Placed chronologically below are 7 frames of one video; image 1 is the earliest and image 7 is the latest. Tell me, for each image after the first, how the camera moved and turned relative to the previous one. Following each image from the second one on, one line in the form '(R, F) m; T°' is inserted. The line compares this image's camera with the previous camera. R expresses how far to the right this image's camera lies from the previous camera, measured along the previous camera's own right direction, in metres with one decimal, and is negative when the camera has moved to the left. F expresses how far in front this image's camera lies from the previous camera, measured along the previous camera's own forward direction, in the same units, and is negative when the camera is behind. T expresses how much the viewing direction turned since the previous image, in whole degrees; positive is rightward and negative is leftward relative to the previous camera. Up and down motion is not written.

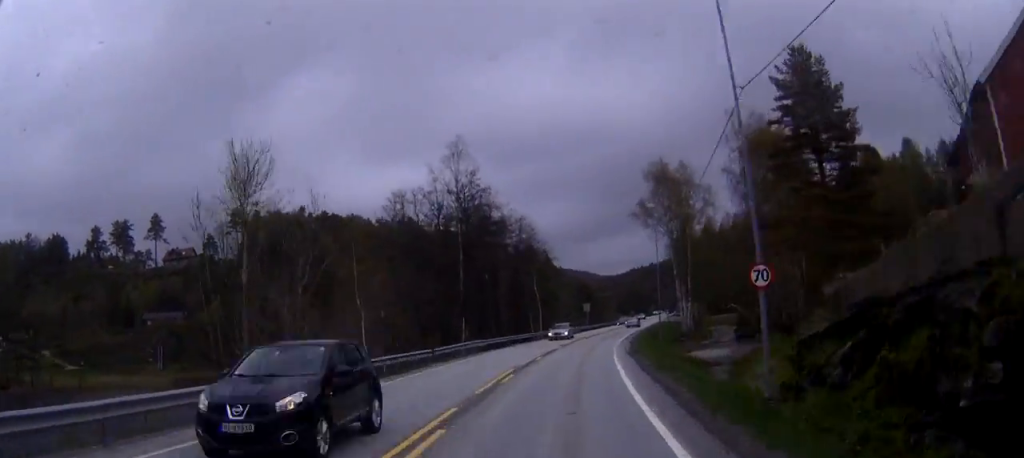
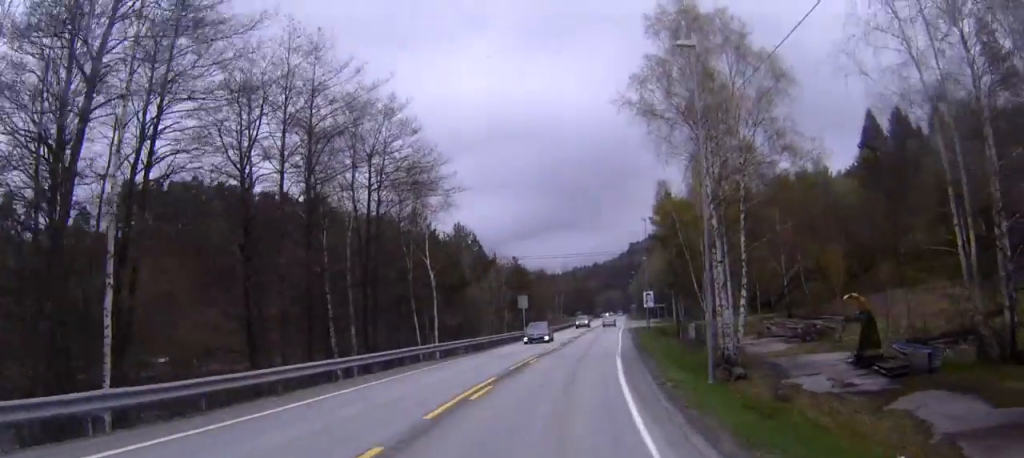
(+1.0, +41.0) m; +1°
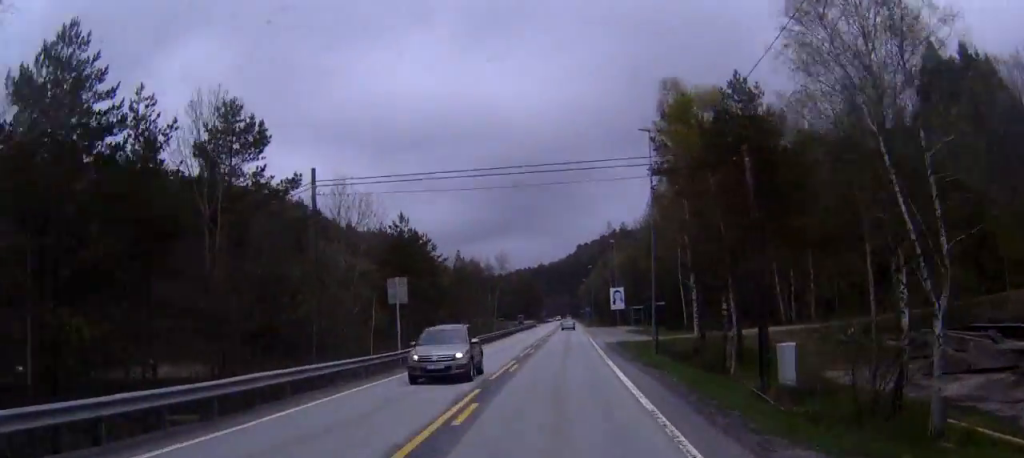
(0.0, +39.9) m; +1°
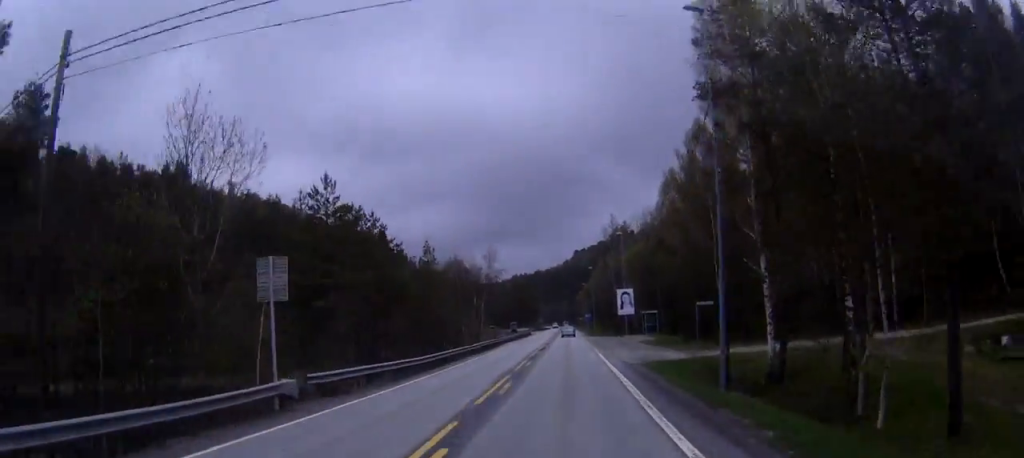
(+0.1, +16.5) m; 0°
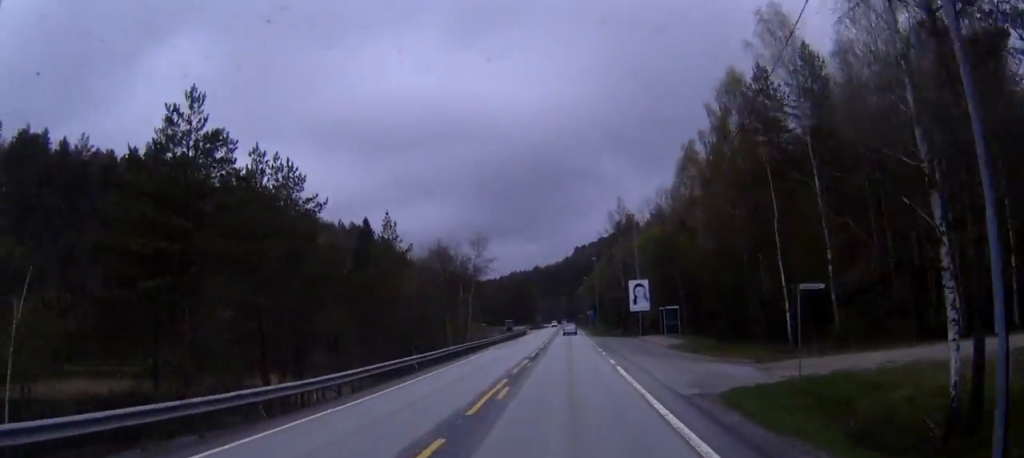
(0.0, +14.3) m; +1°
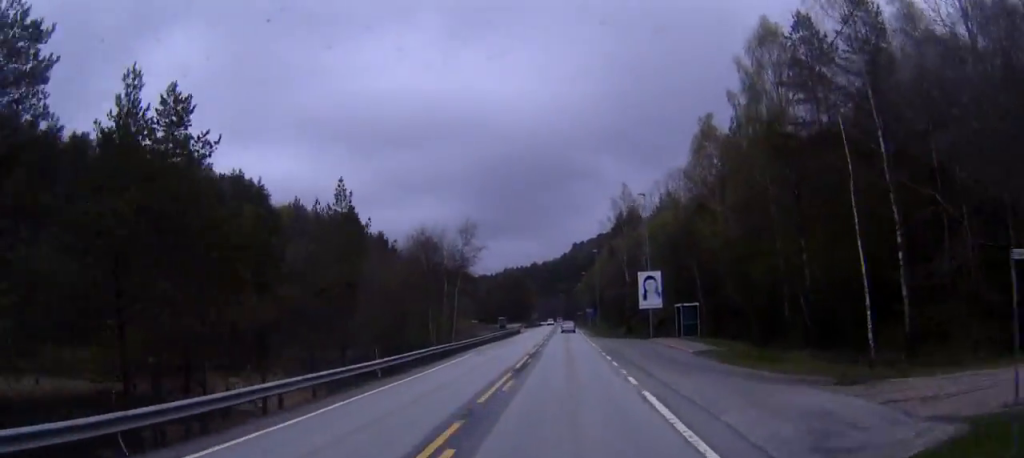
(-0.2, +10.0) m; +1°
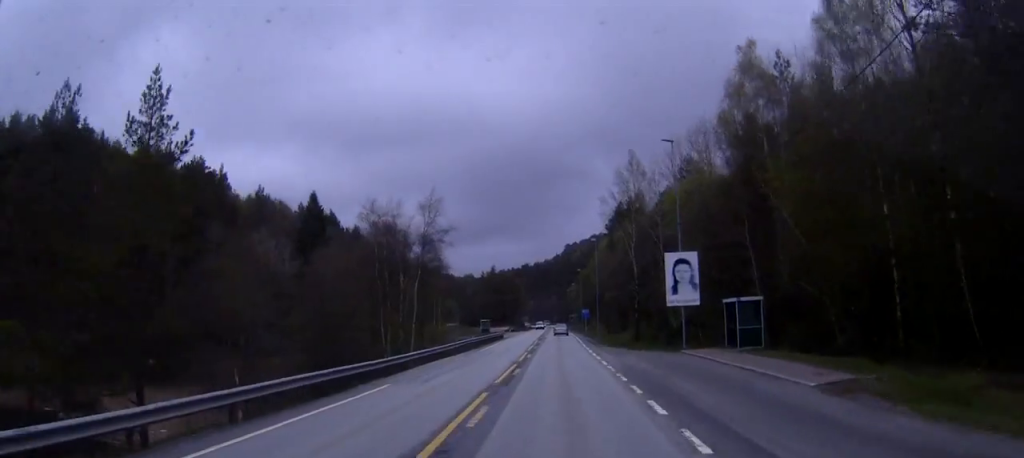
(+0.7, +18.6) m; +3°
